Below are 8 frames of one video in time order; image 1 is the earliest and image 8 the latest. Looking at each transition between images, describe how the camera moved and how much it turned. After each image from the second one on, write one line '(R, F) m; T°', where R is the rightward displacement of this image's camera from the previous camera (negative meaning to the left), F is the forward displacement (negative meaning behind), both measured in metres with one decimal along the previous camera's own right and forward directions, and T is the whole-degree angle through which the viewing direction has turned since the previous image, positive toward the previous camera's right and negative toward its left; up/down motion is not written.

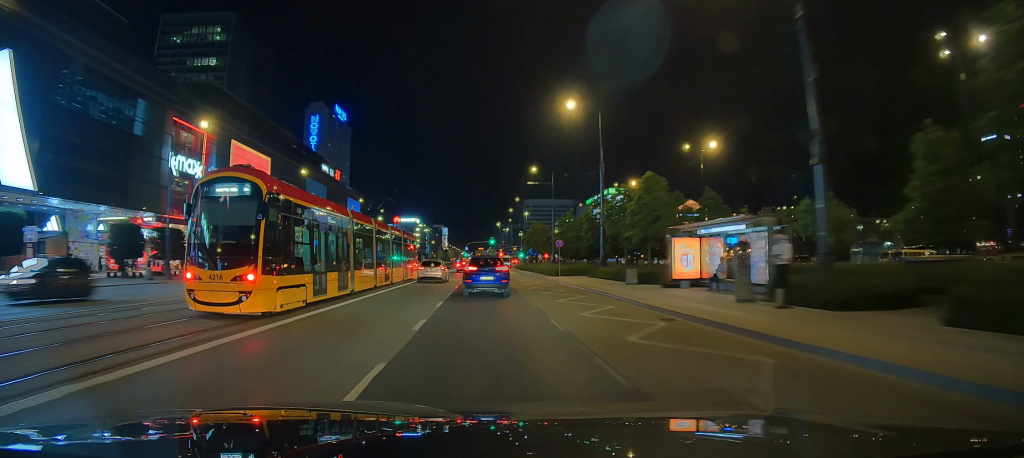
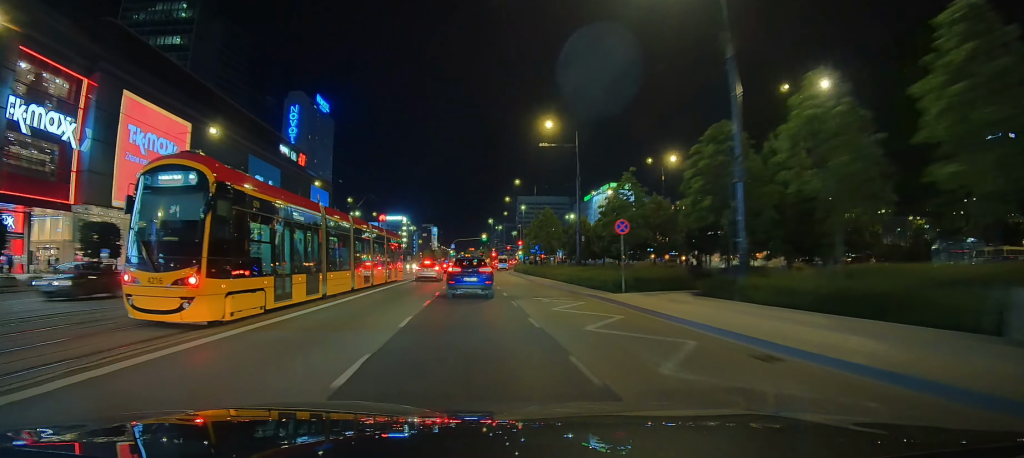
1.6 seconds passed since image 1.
(+0.2, +23.2) m; 0°
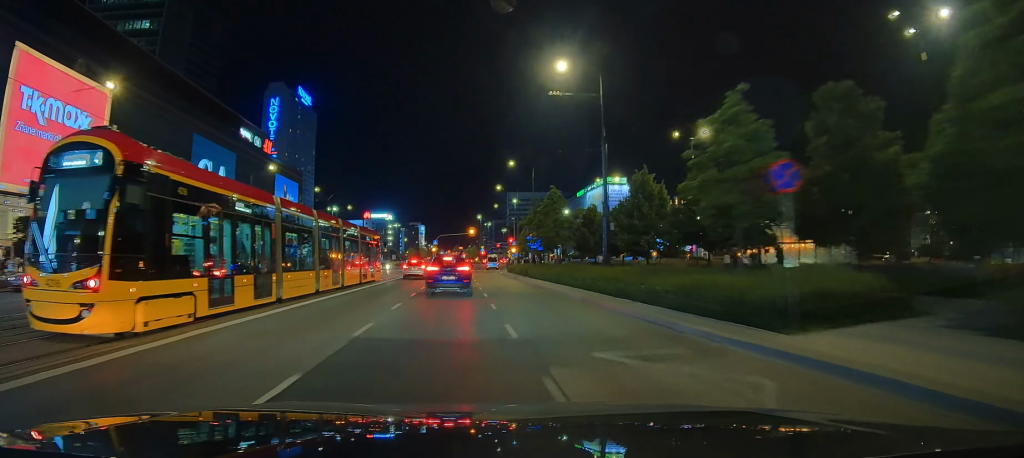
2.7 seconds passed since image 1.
(-0.2, +14.5) m; +1°
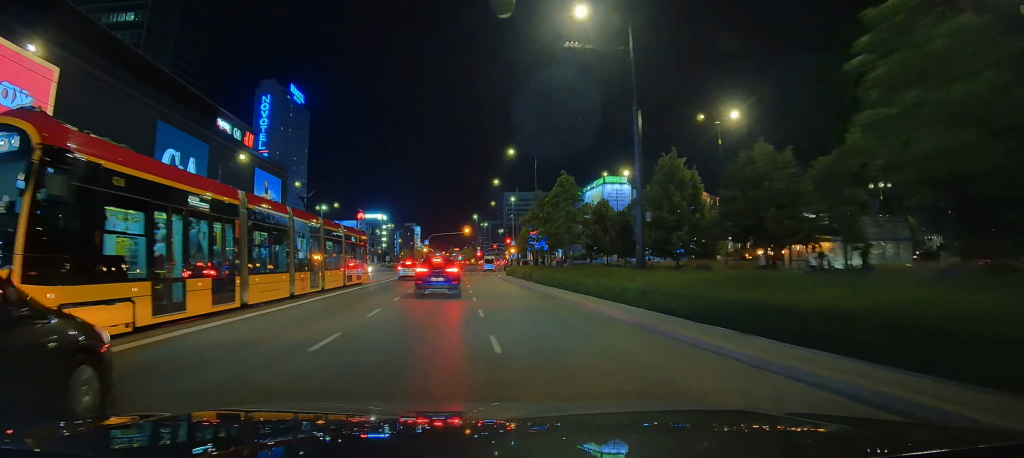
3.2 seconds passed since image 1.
(+0.1, +7.4) m; +1°
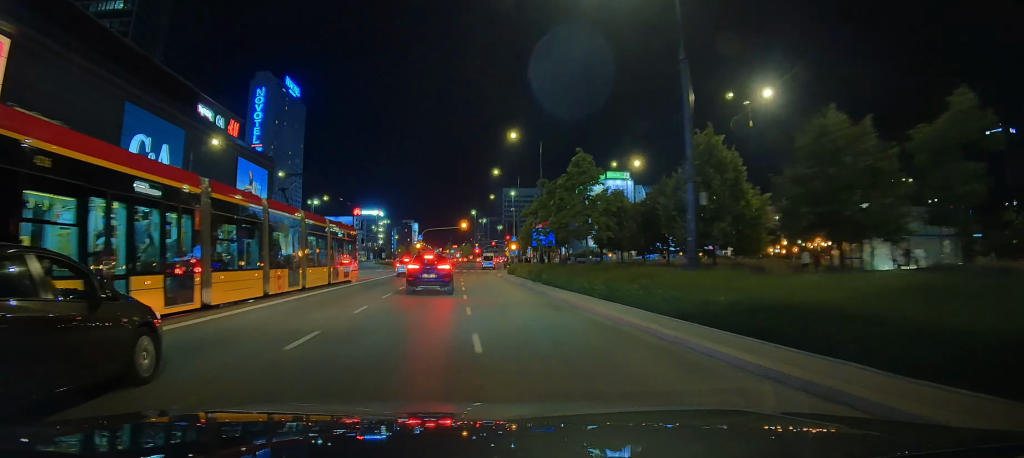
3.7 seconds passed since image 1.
(+0.1, +6.5) m; +1°
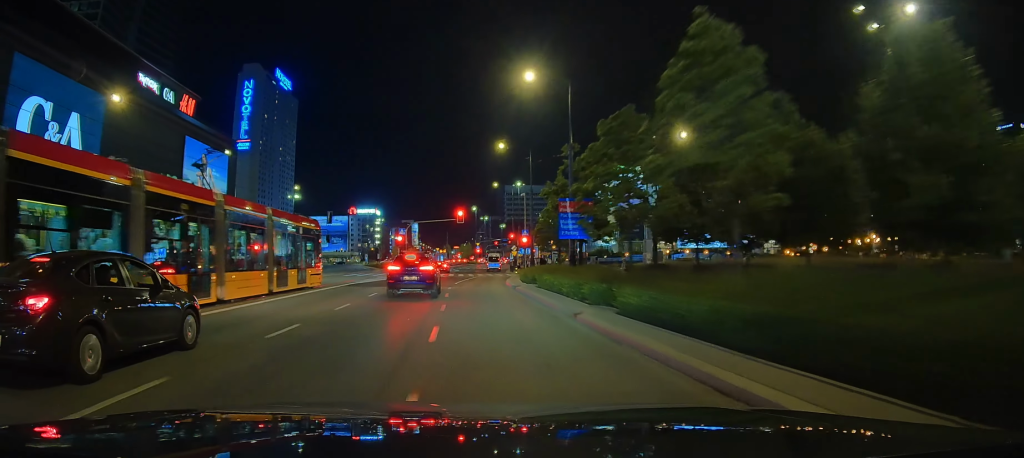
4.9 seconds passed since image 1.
(0.0, +17.2) m; 0°
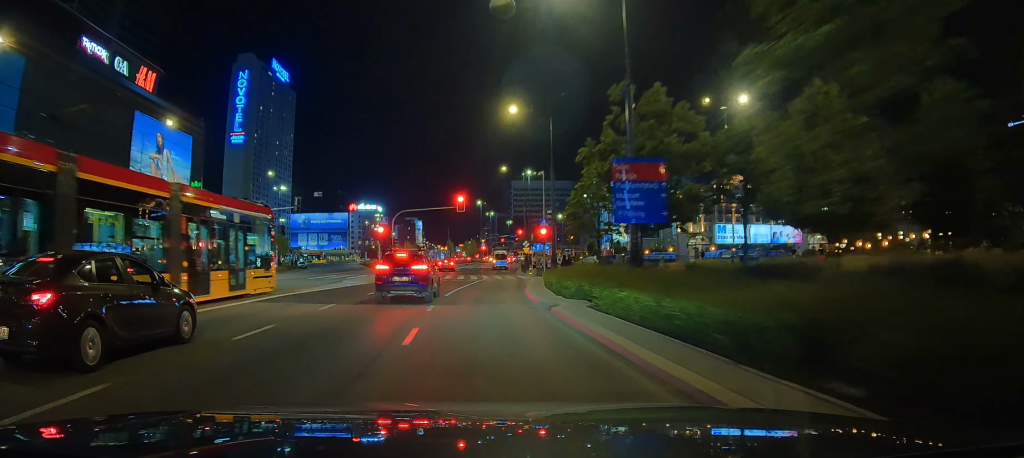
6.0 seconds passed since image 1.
(0.0, +12.9) m; 0°
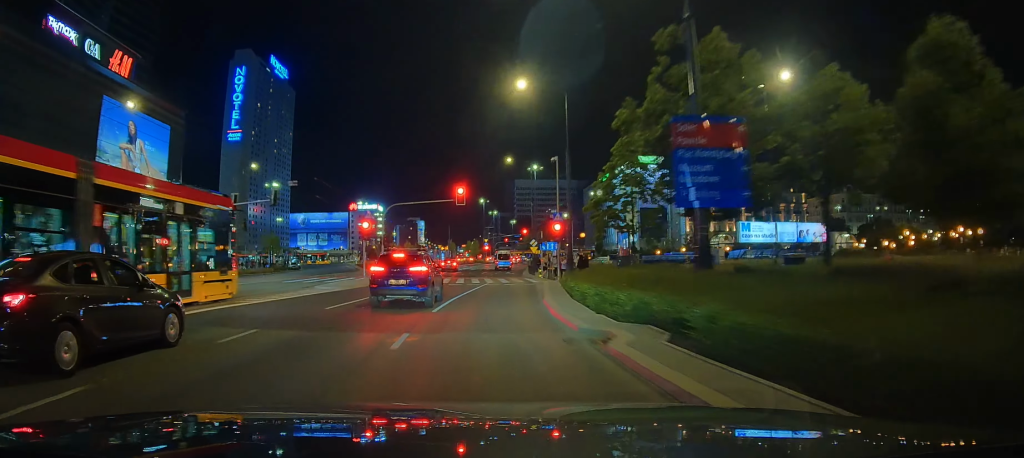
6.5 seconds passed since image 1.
(0.0, +6.6) m; 0°
